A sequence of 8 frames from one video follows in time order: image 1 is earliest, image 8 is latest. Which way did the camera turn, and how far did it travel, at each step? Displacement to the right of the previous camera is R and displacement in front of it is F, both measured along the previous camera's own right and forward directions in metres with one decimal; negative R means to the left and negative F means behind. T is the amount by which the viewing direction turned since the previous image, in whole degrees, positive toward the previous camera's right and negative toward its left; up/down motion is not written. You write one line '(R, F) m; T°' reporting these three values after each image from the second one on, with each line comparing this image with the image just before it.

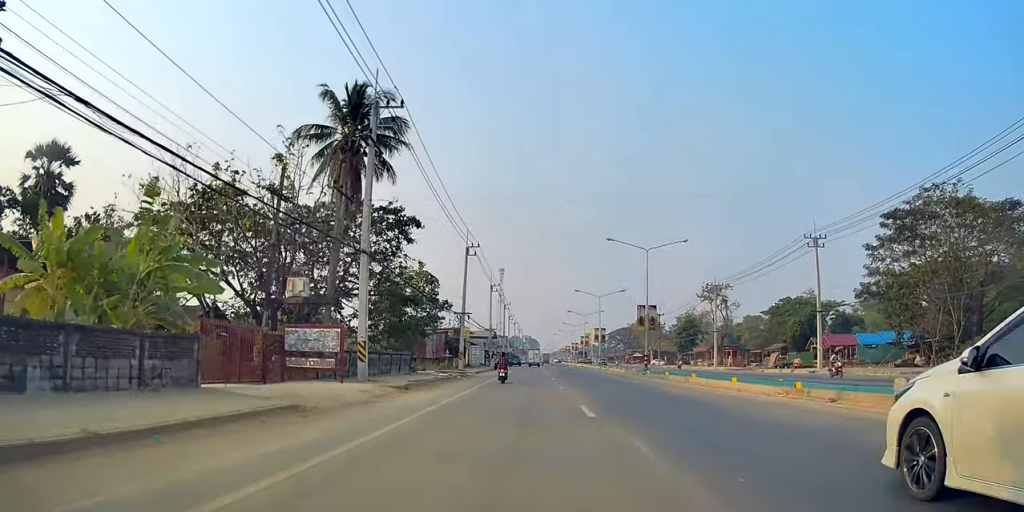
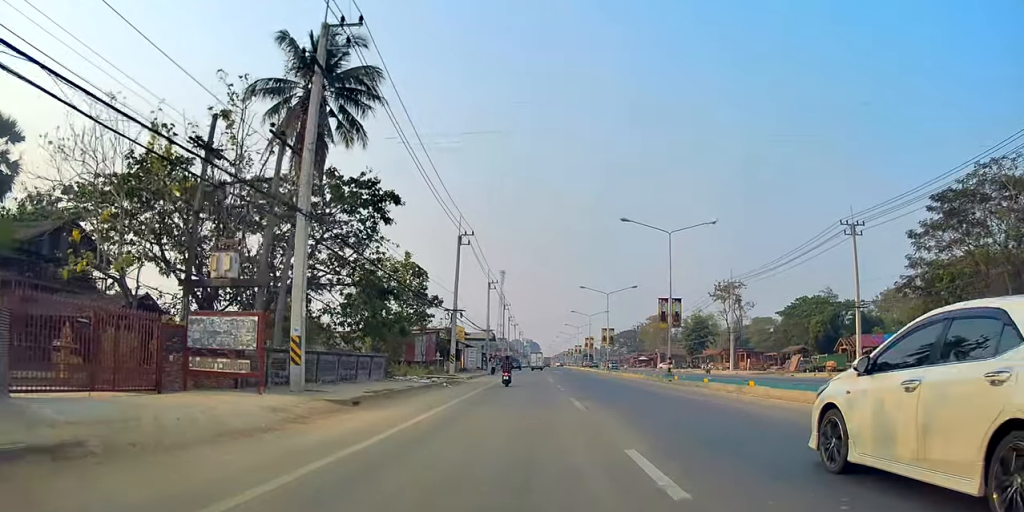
(0.0, +7.6) m; 0°
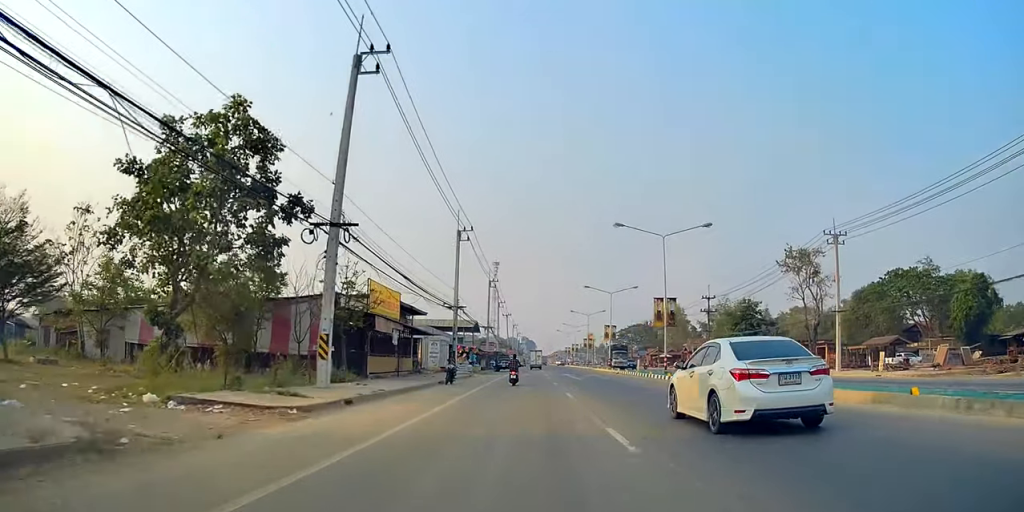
(0.0, +32.6) m; 0°
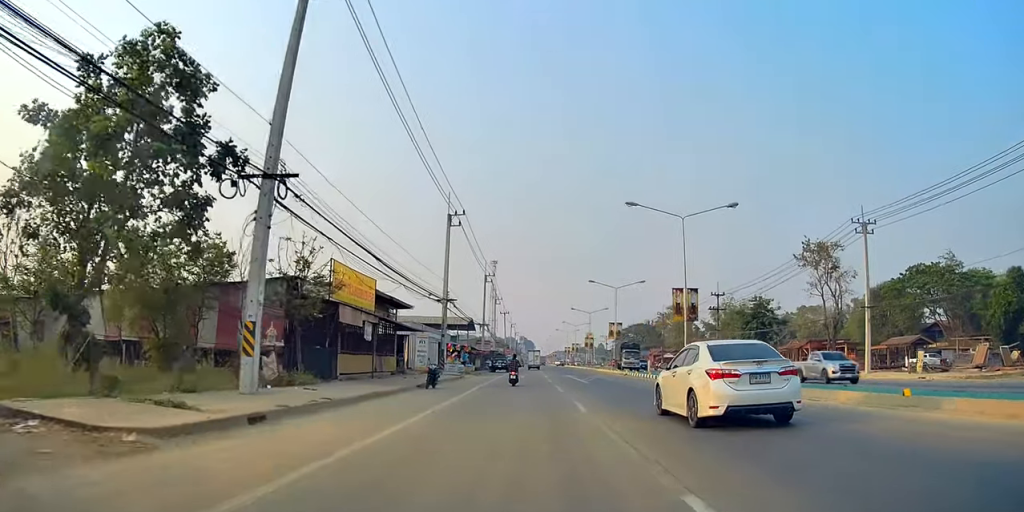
(0.0, +6.0) m; 0°
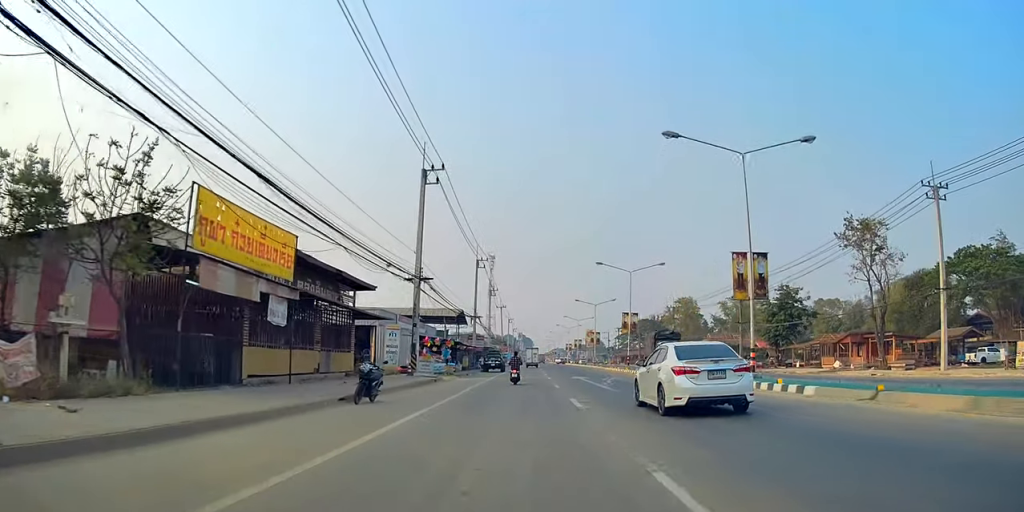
(0.0, +10.9) m; 0°
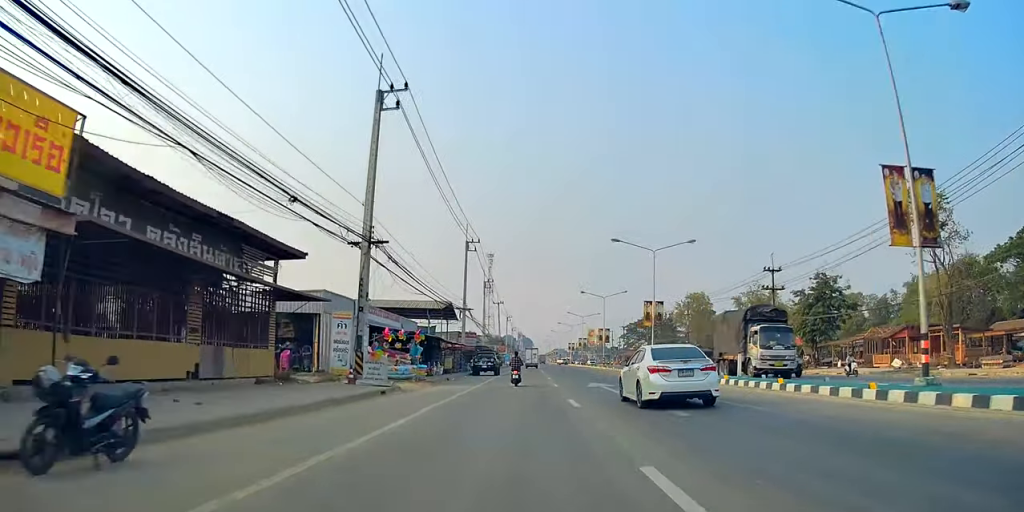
(0.0, +11.6) m; 0°
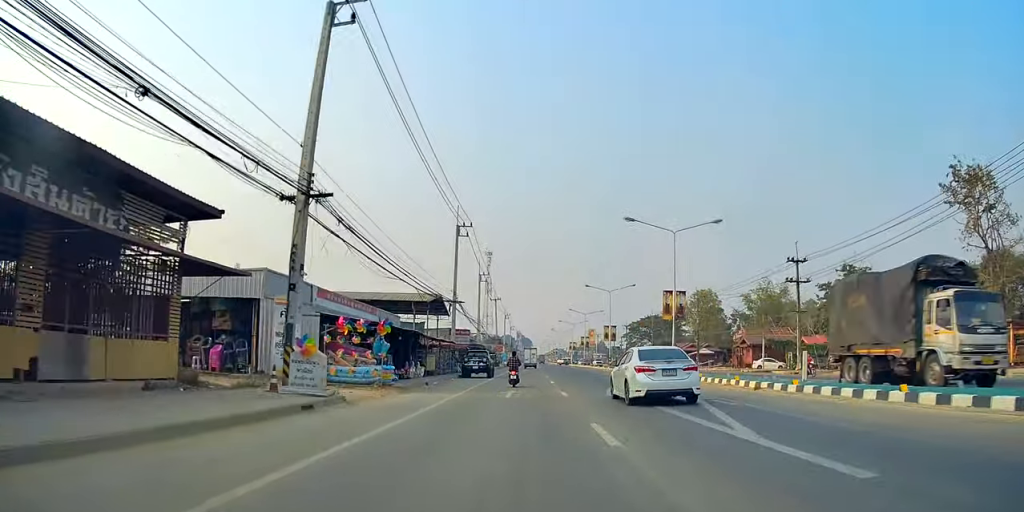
(0.0, +7.2) m; 0°
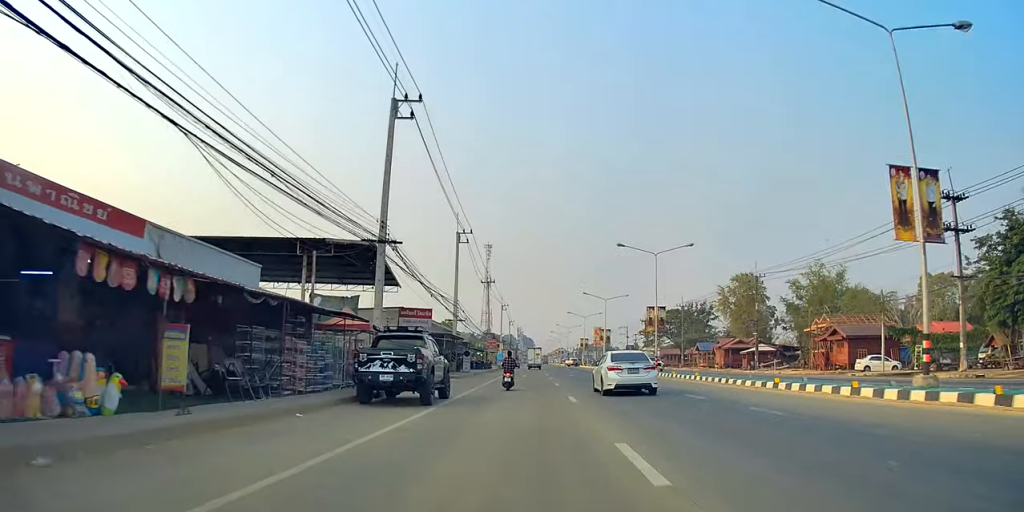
(0.0, +27.2) m; 0°
